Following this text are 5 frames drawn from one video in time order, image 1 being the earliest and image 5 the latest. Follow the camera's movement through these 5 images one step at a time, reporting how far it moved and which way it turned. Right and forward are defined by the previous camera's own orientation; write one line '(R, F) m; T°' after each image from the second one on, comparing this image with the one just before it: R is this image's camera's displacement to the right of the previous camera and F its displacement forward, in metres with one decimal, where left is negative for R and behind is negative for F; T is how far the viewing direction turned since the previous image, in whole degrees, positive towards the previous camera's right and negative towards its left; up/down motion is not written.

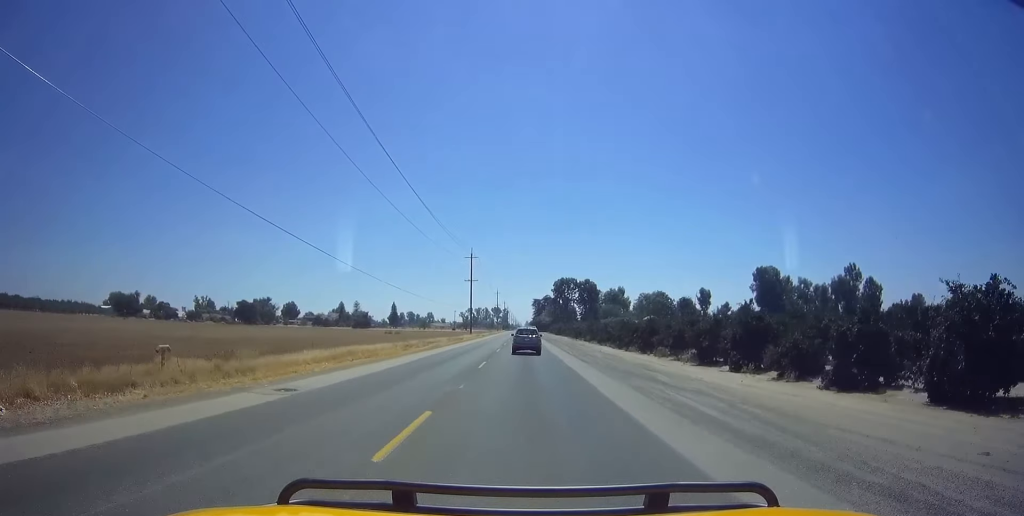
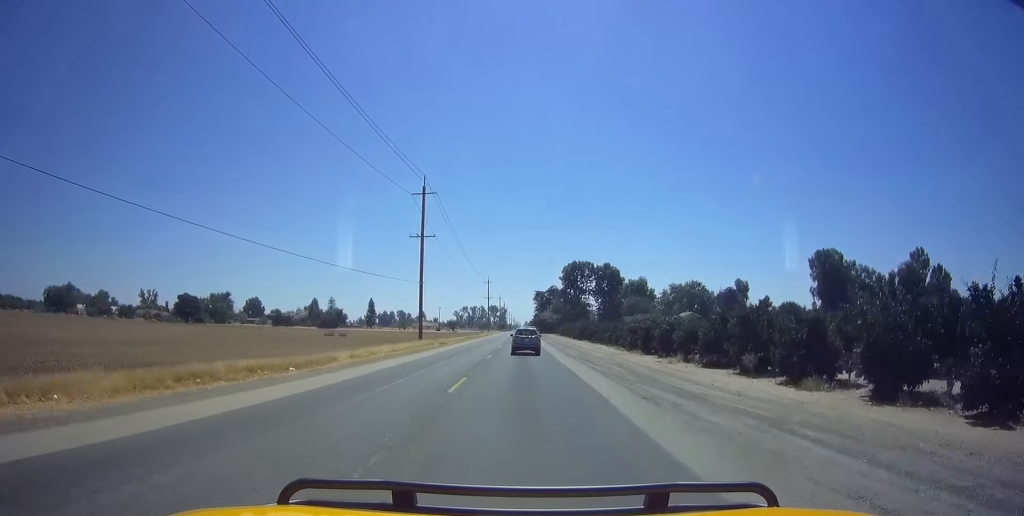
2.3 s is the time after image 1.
(0.0, +51.9) m; 0°
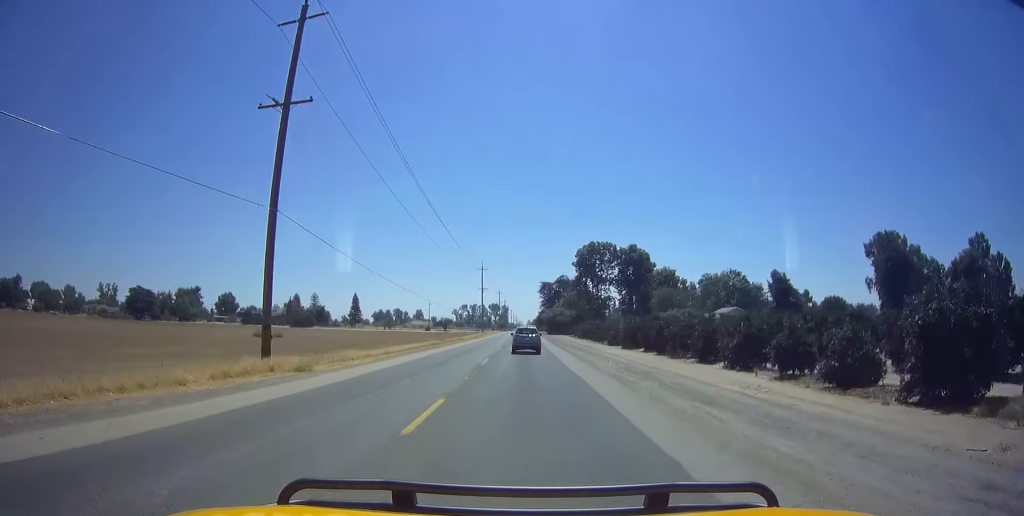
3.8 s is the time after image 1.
(-0.5, +34.1) m; -2°
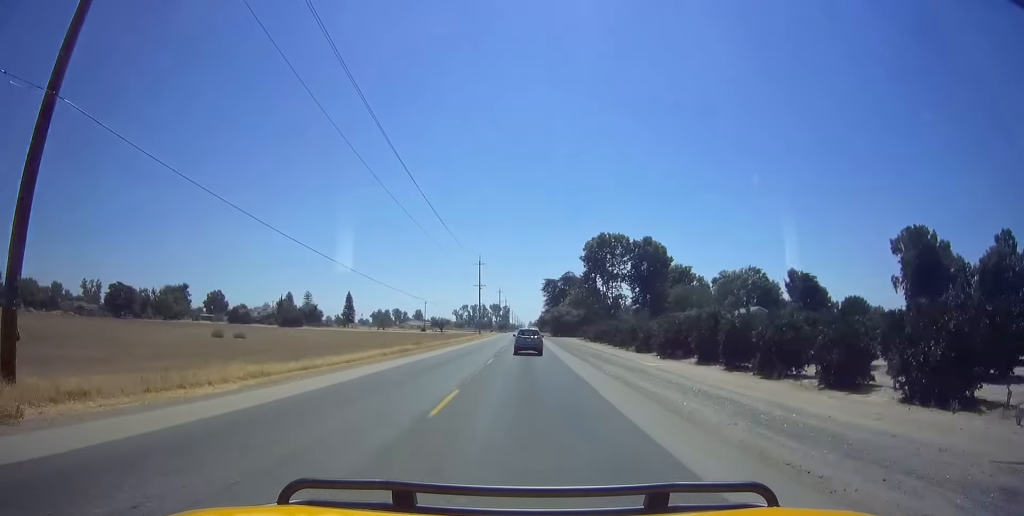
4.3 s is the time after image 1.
(-0.4, +12.8) m; 0°
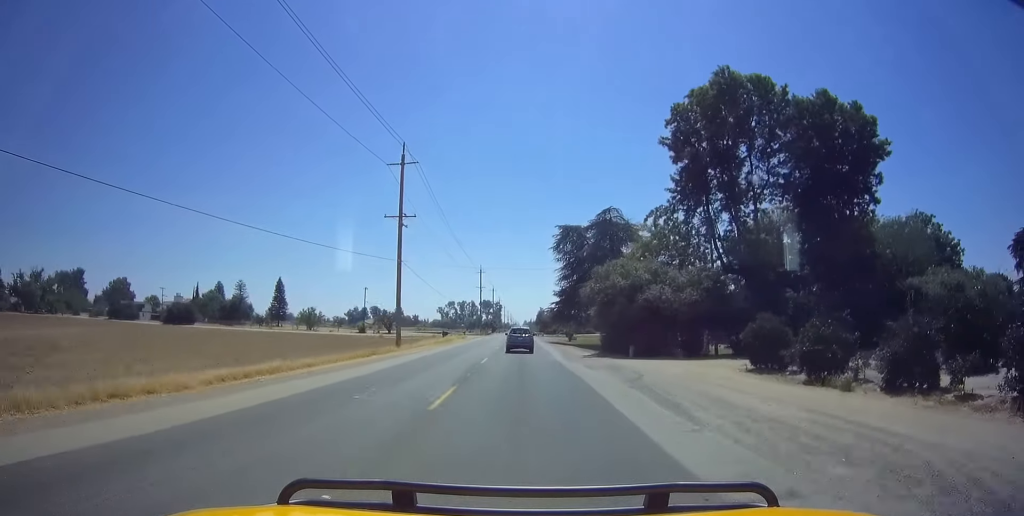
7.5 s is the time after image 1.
(+2.2, +72.3) m; +2°
